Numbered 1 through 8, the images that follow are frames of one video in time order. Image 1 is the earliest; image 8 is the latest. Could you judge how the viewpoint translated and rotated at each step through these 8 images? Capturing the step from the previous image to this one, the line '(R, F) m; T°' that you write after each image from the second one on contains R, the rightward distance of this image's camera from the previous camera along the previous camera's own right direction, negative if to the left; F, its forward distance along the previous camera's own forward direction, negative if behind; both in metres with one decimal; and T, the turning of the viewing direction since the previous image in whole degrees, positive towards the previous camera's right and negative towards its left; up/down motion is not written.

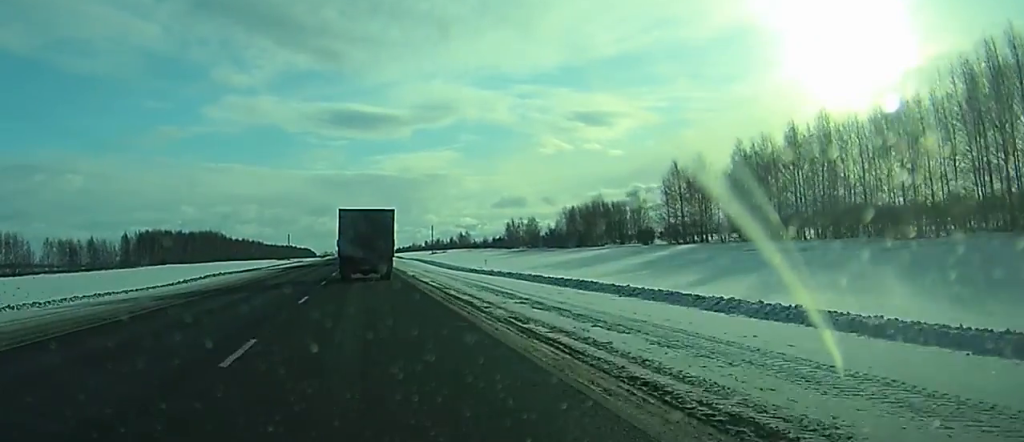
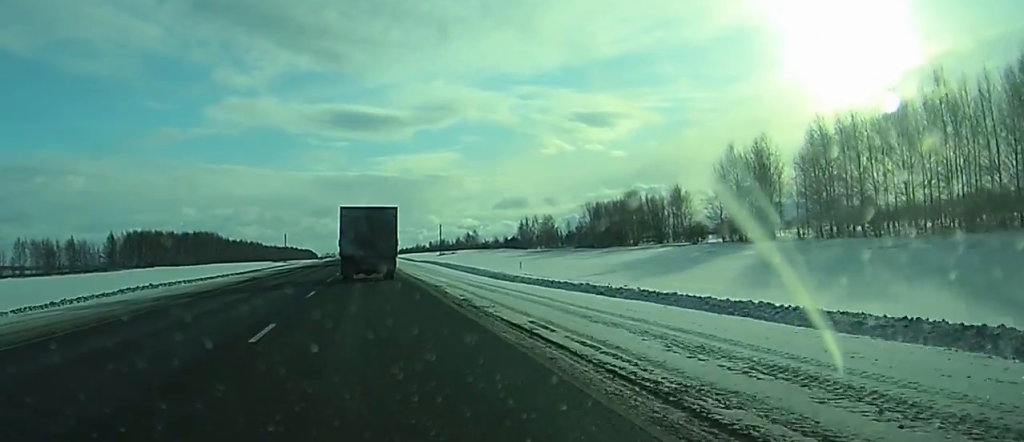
(0.0, +21.3) m; 0°
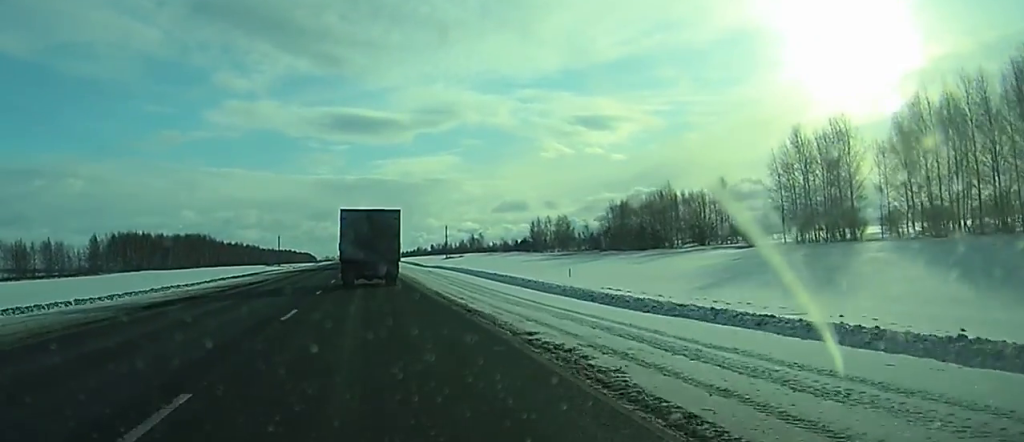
(0.0, +19.6) m; 0°
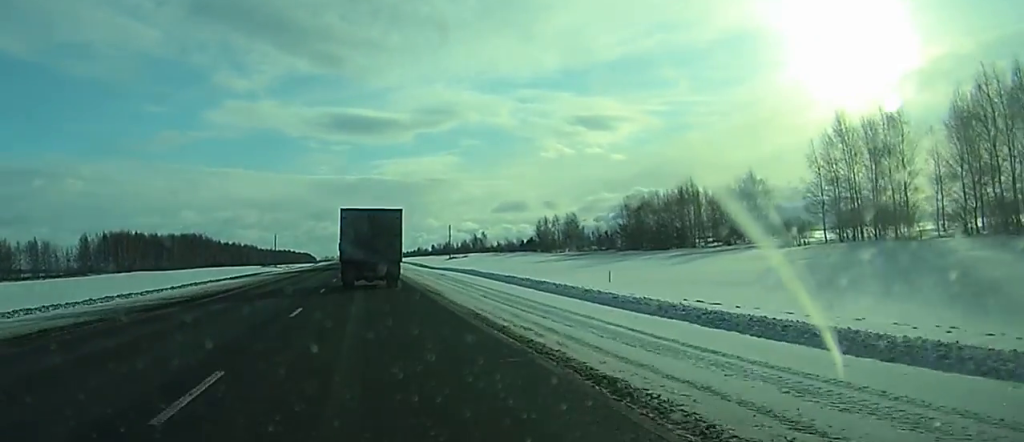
(0.0, +10.2) m; 0°
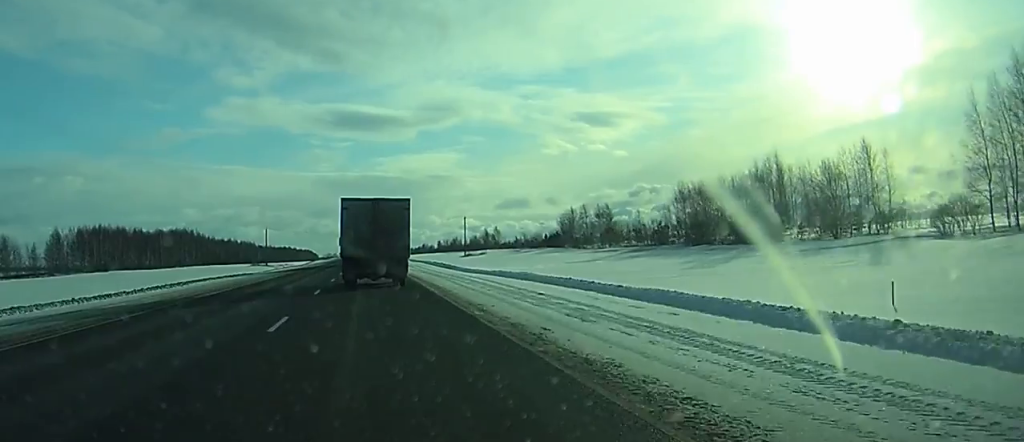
(+0.1, +28.8) m; 0°
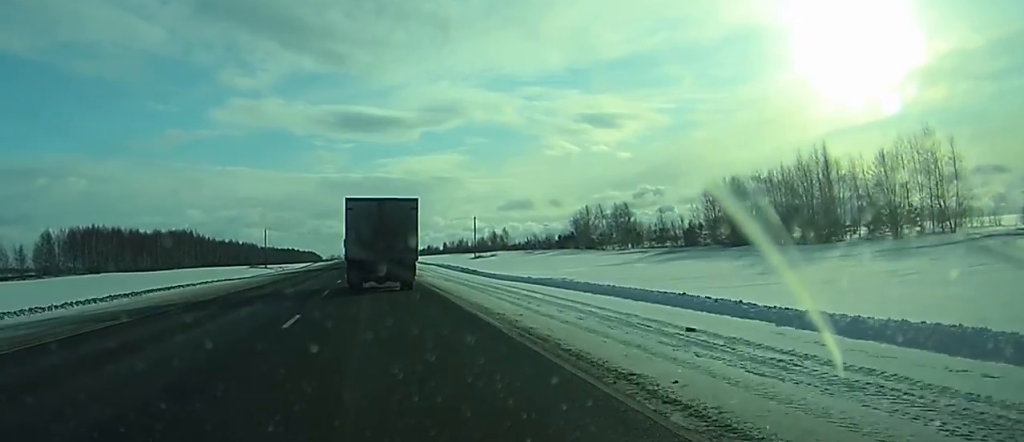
(-0.1, +11.0) m; 0°
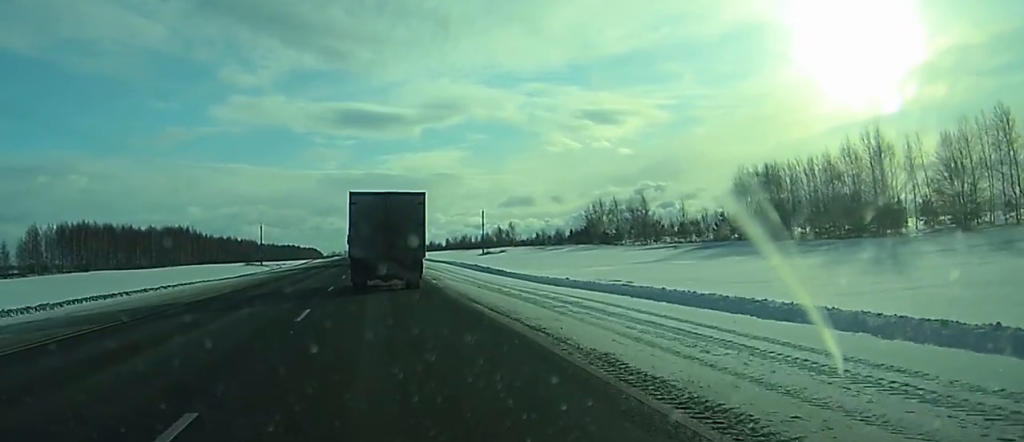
(0.0, +11.0) m; 0°
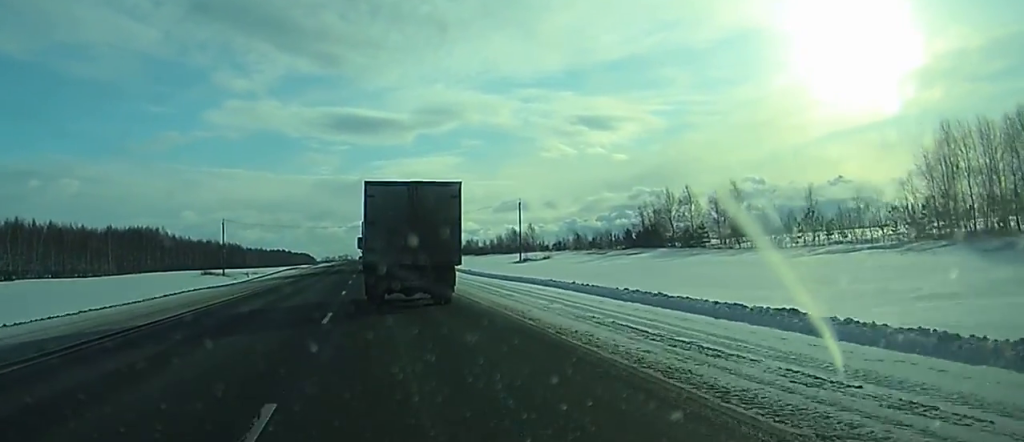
(+0.1, +48.1) m; 0°
